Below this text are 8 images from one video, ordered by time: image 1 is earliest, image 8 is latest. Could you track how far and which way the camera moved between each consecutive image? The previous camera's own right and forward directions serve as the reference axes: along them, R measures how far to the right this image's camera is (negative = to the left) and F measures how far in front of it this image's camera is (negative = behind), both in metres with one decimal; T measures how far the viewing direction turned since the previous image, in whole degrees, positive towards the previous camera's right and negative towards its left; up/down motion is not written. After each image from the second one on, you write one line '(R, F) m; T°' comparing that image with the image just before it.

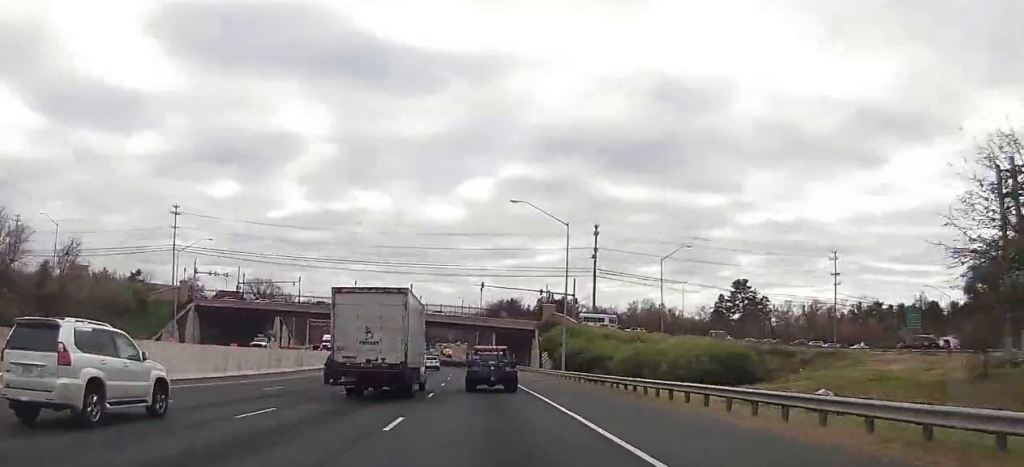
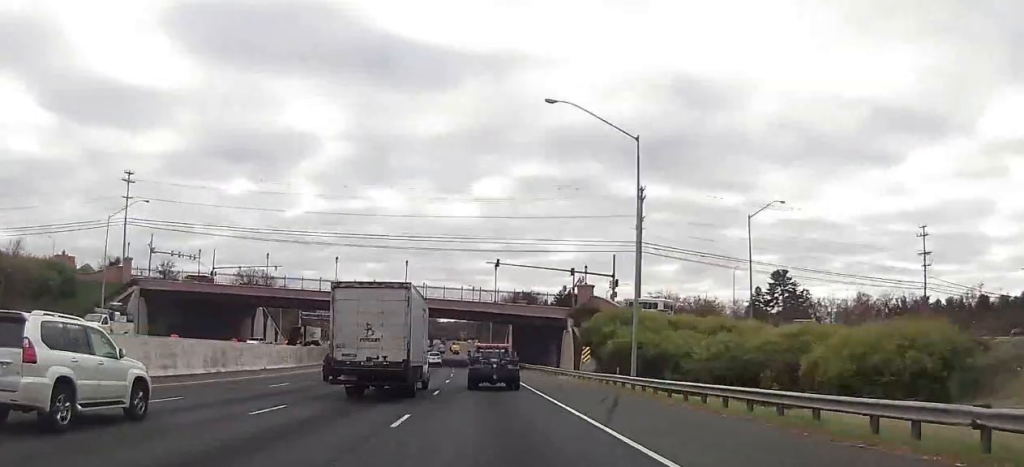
(+0.2, +24.3) m; -1°
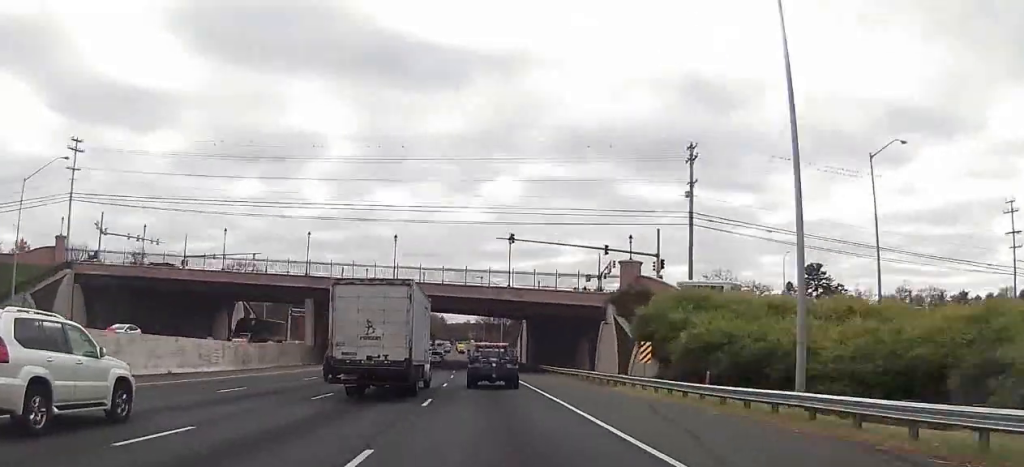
(-0.2, +18.0) m; -2°
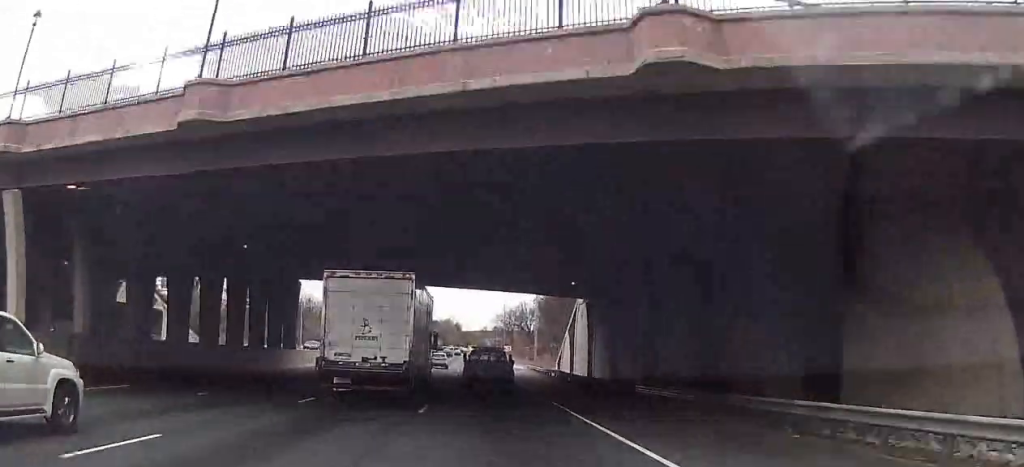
(-1.6, +50.7) m; -2°
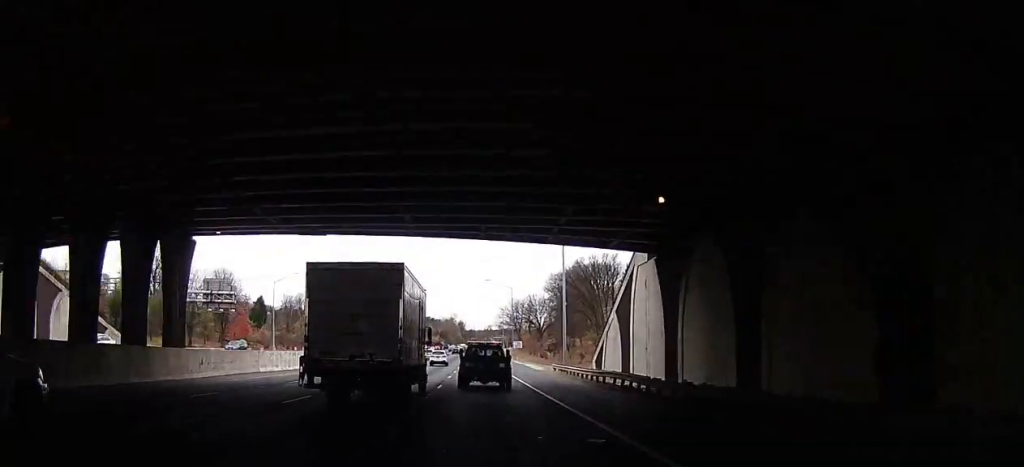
(+0.2, +25.4) m; 0°
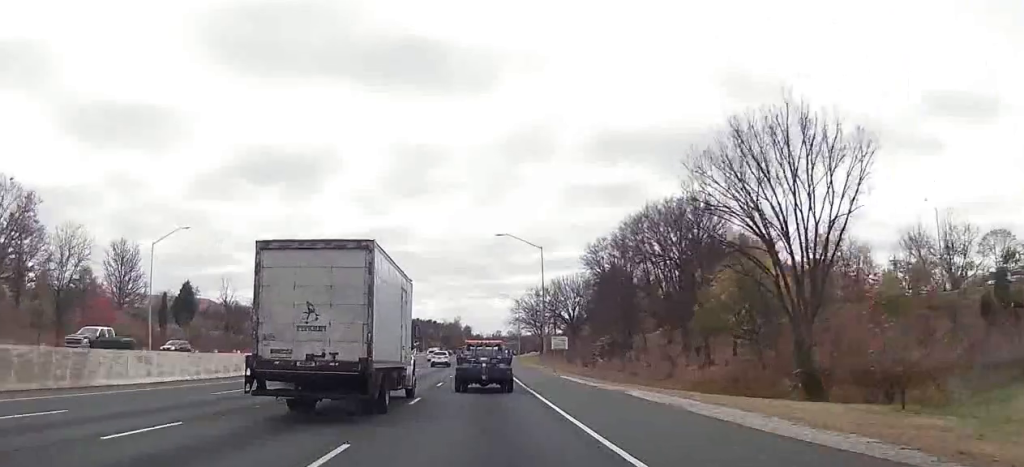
(-0.5, +59.4) m; -3°
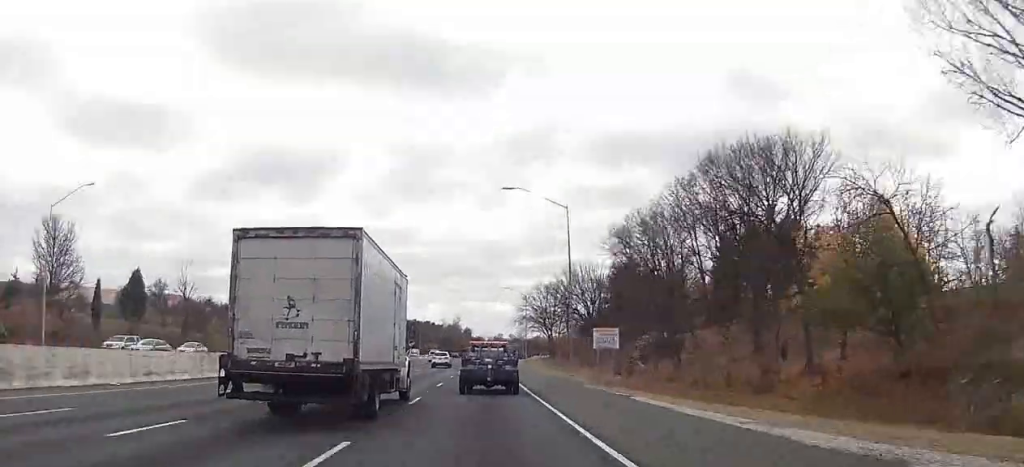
(-1.0, +23.4) m; -1°
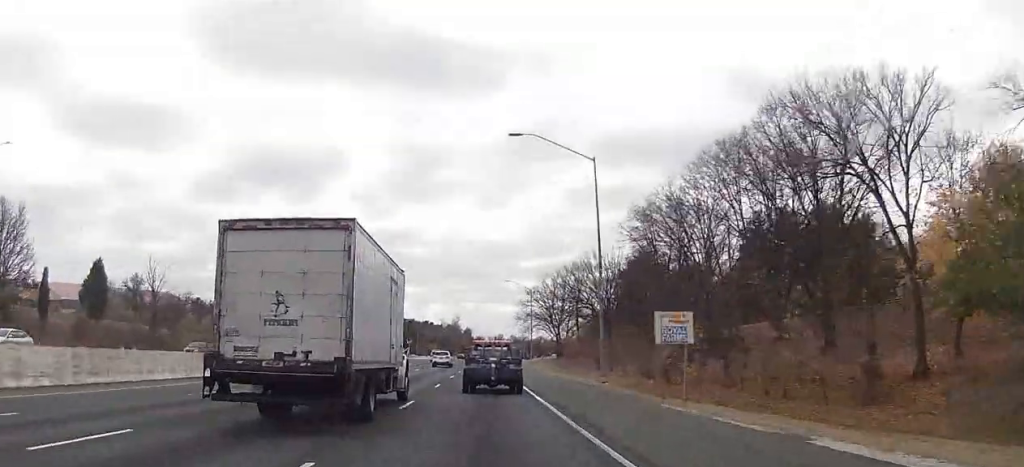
(-0.1, +15.9) m; 0°
